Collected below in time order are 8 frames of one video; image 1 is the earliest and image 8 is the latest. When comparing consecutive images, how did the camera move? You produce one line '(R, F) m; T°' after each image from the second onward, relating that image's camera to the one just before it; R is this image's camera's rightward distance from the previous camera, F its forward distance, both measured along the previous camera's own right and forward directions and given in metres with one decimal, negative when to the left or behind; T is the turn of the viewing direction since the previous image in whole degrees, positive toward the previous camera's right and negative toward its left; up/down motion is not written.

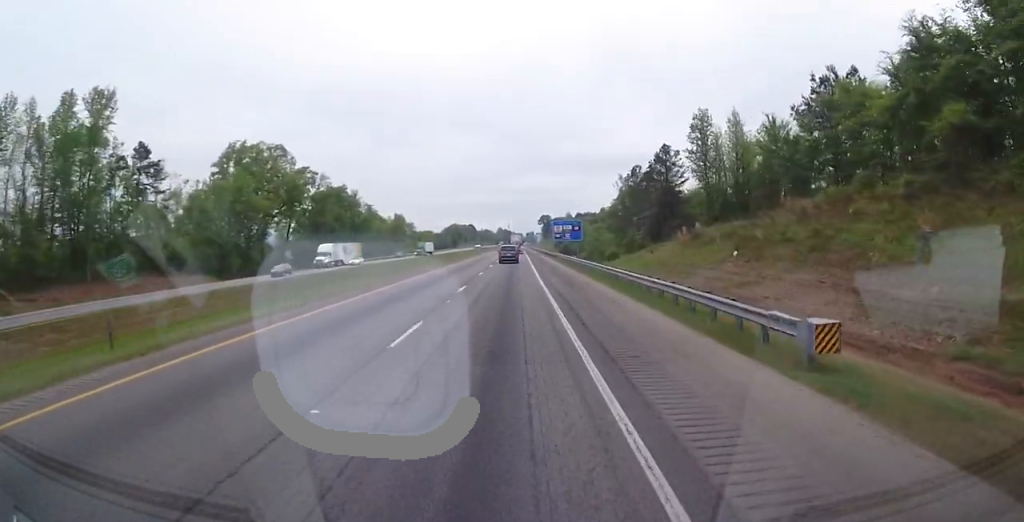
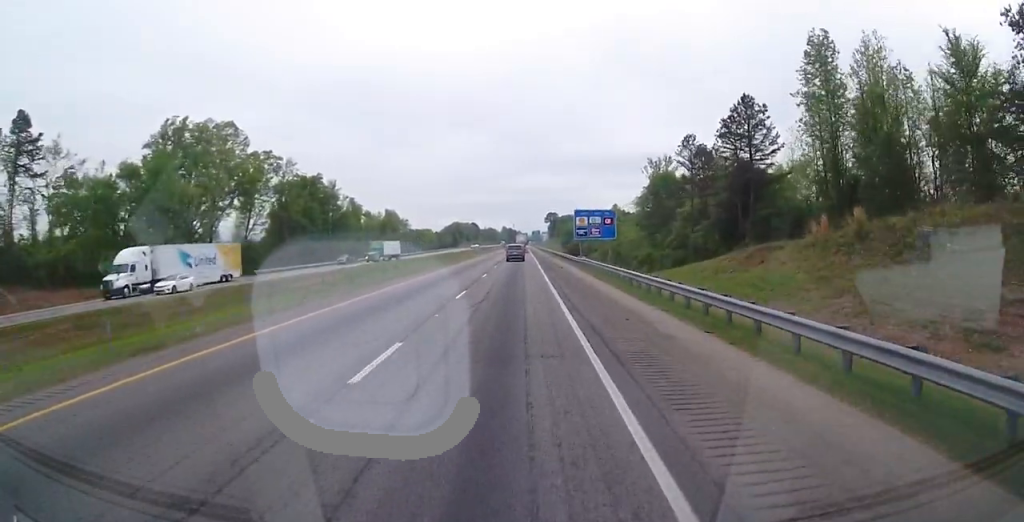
(+0.2, +27.9) m; 0°
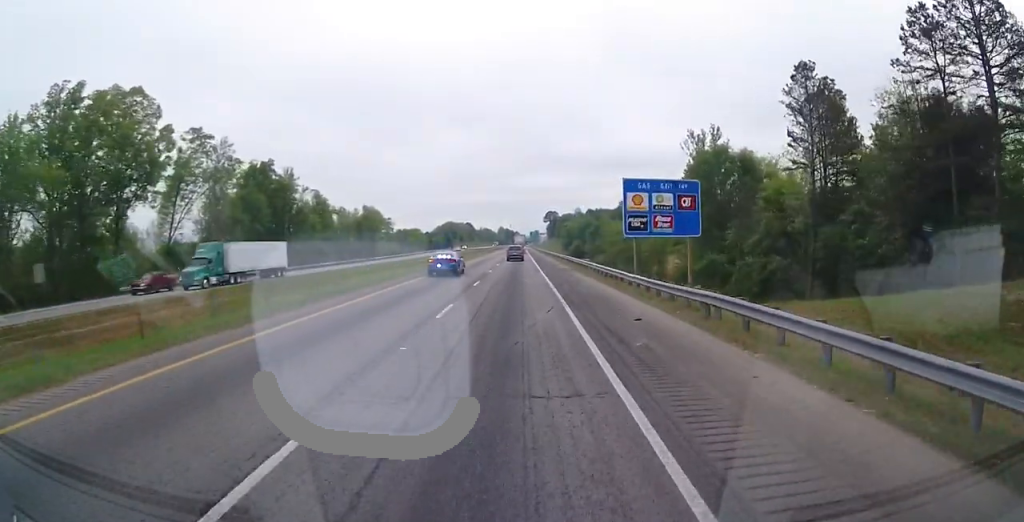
(-0.1, +30.0) m; -1°
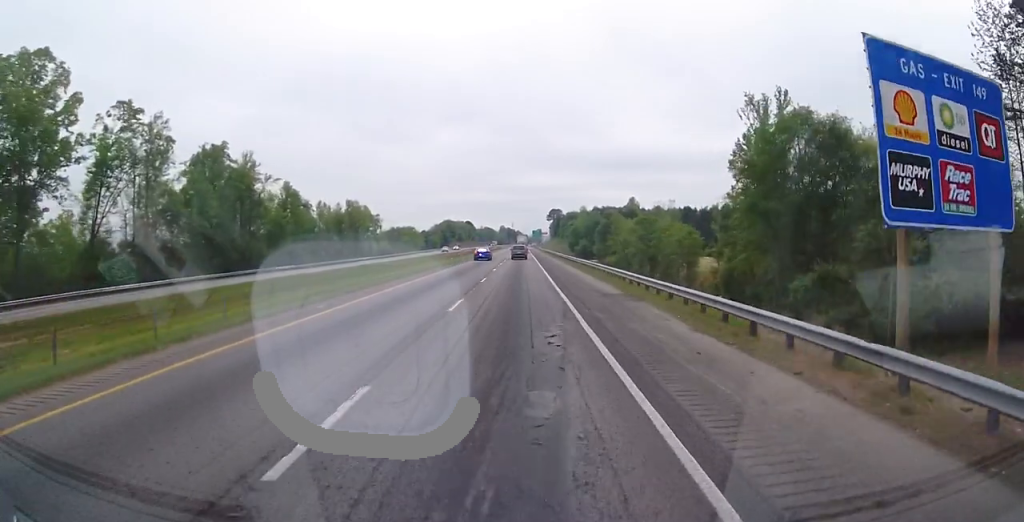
(-0.1, +22.2) m; 0°
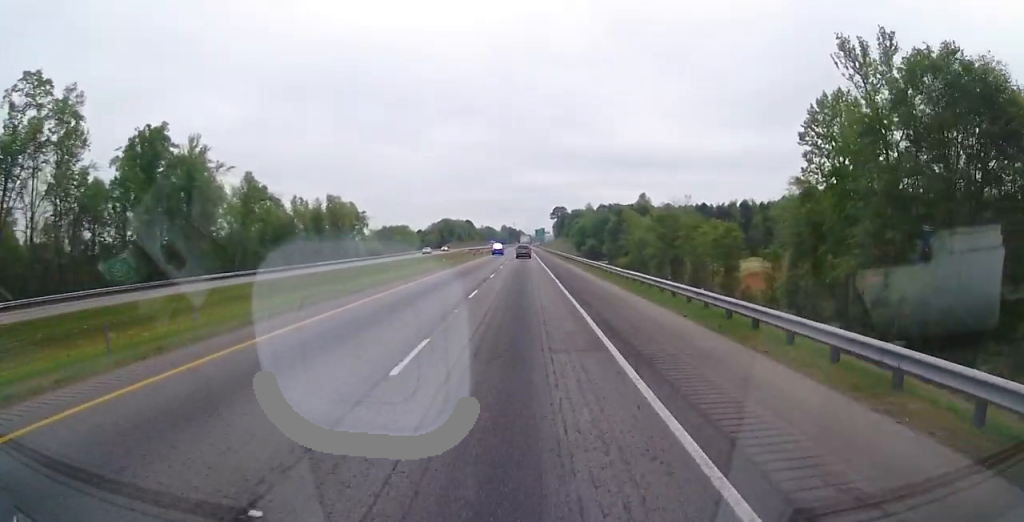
(-0.2, +20.7) m; +1°
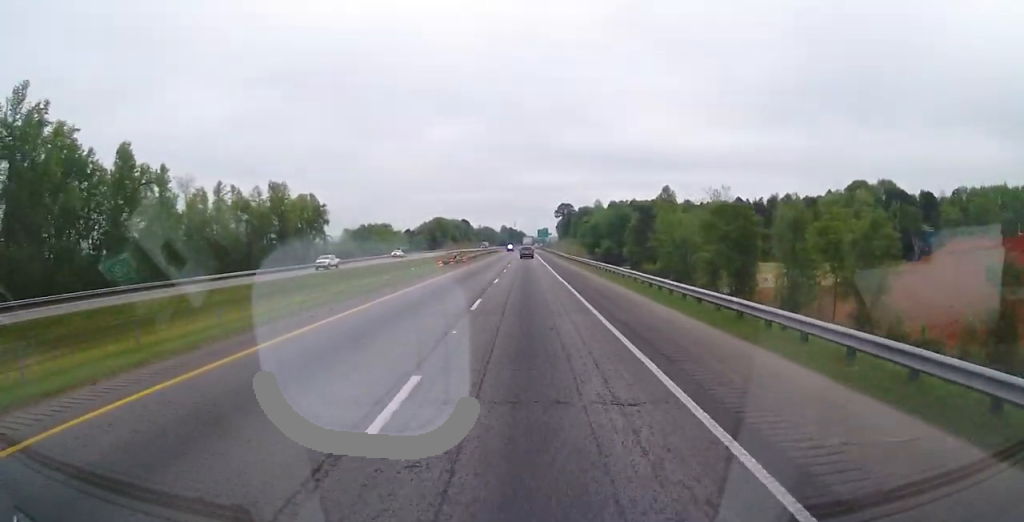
(+0.5, +40.1) m; +1°
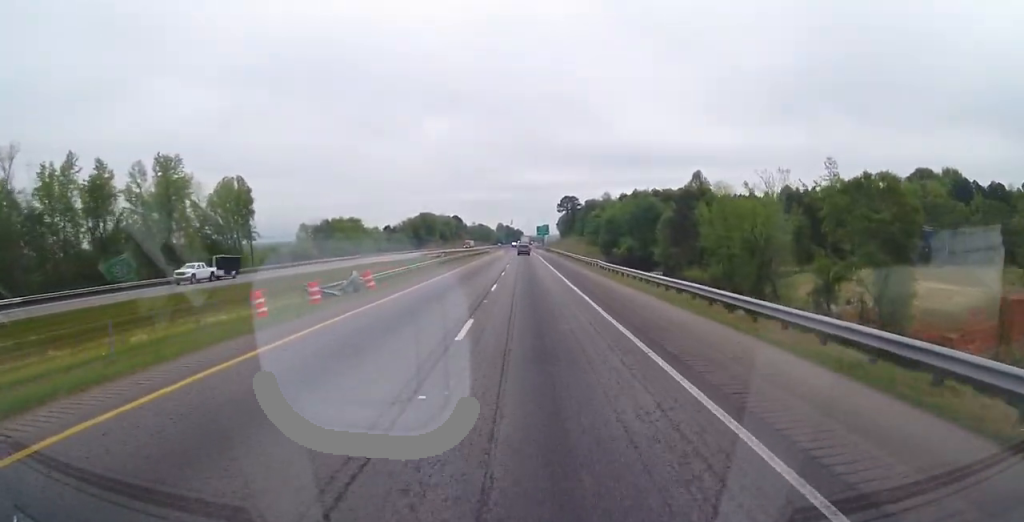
(+0.3, +41.9) m; 0°
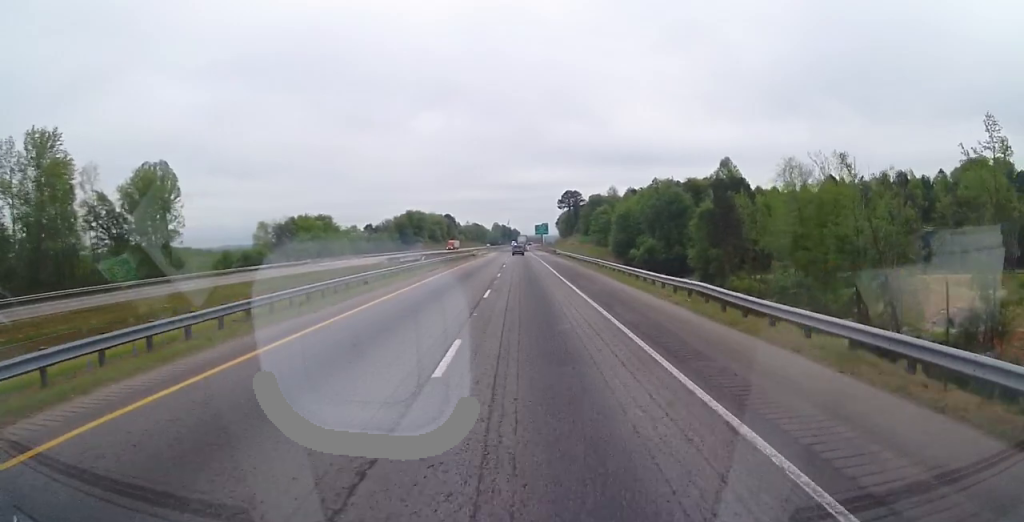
(-0.4, +27.7) m; 0°
